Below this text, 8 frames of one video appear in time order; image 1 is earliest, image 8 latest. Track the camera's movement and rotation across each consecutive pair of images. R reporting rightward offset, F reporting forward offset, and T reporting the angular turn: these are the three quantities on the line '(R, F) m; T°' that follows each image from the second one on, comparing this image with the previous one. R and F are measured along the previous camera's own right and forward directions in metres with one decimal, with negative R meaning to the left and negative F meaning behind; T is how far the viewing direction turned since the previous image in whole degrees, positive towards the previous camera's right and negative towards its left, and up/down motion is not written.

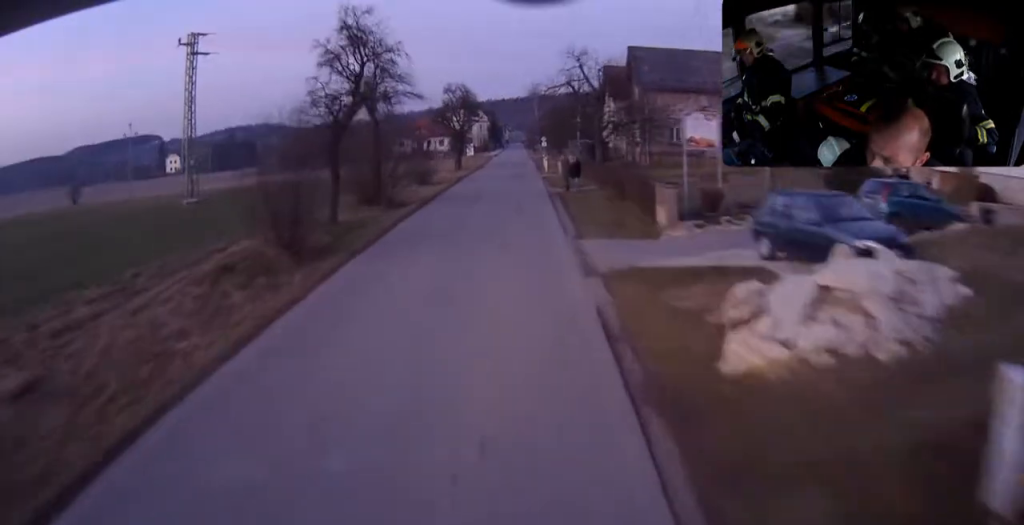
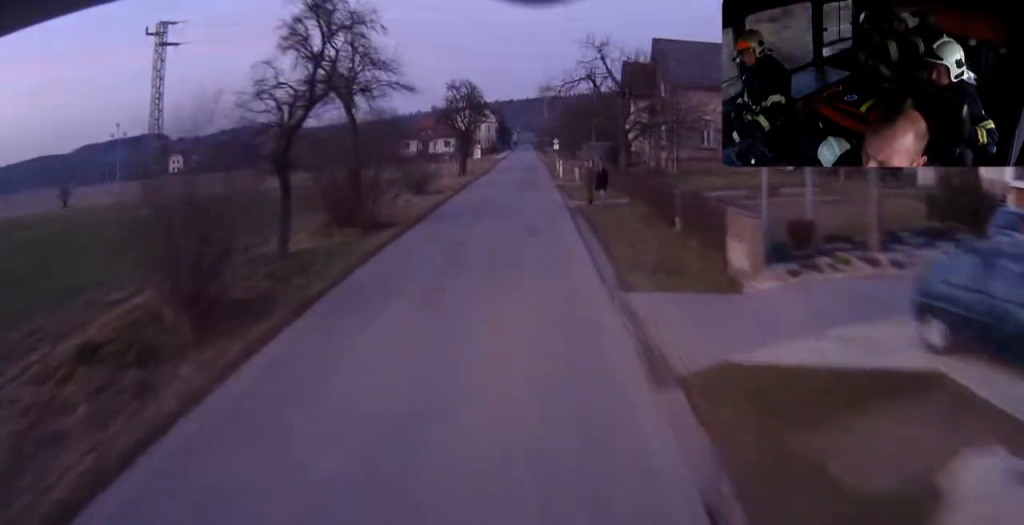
(-0.1, +6.1) m; 0°
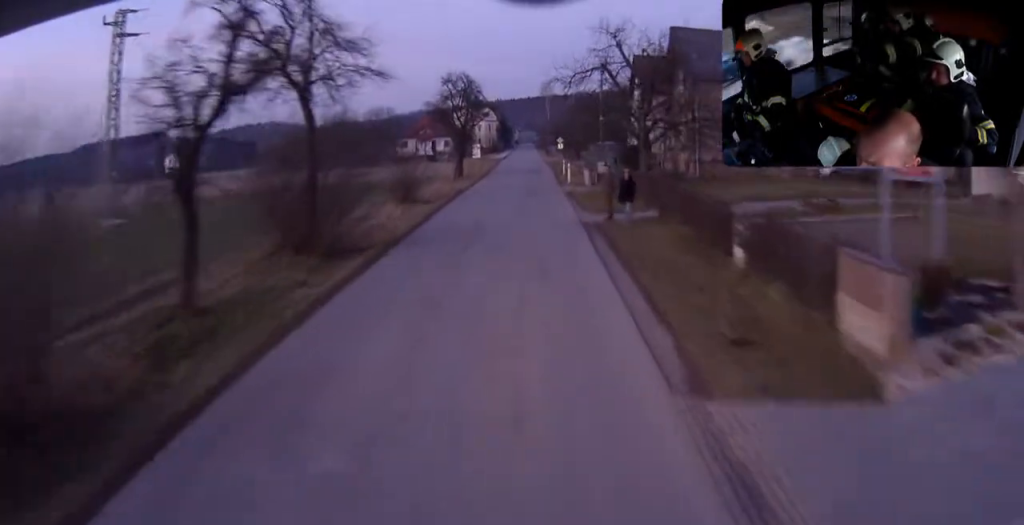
(0.0, +5.3) m; +1°
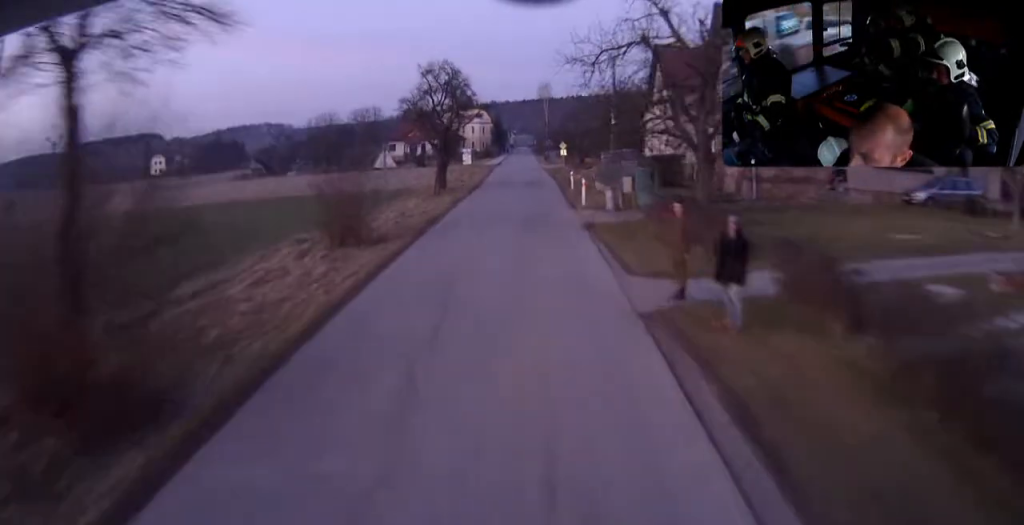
(+0.1, +10.7) m; +2°
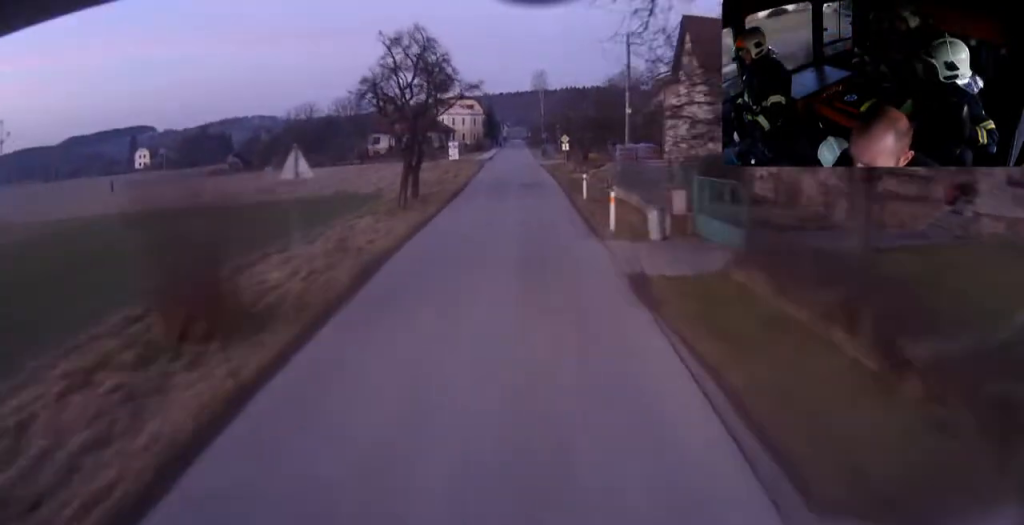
(+0.4, +10.5) m; +1°
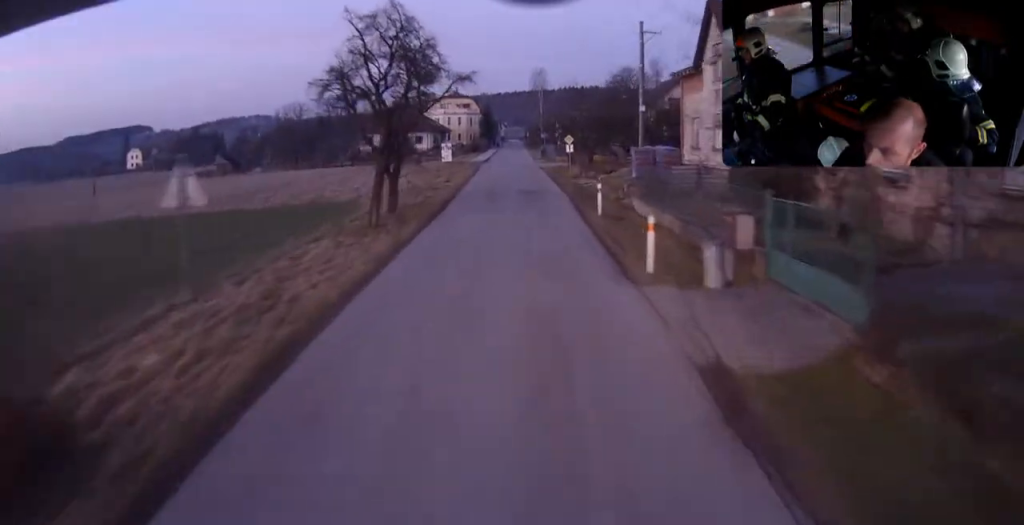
(-0.1, +5.9) m; -1°
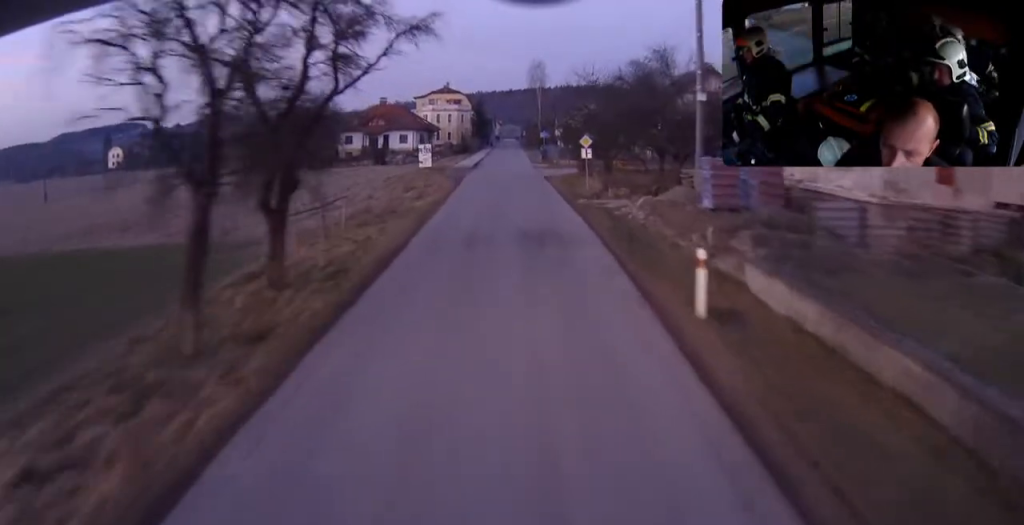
(-0.2, +14.1) m; -1°
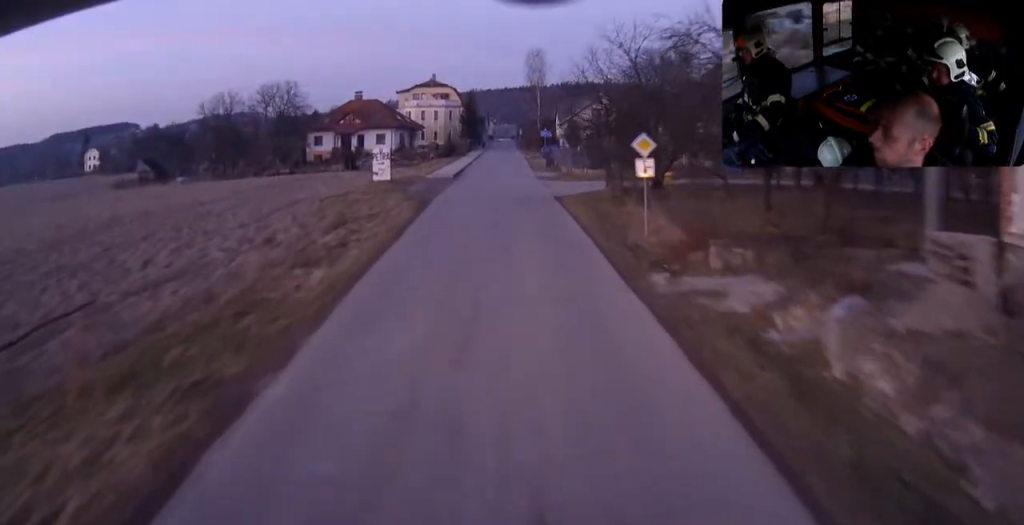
(-0.1, +17.4) m; 0°
